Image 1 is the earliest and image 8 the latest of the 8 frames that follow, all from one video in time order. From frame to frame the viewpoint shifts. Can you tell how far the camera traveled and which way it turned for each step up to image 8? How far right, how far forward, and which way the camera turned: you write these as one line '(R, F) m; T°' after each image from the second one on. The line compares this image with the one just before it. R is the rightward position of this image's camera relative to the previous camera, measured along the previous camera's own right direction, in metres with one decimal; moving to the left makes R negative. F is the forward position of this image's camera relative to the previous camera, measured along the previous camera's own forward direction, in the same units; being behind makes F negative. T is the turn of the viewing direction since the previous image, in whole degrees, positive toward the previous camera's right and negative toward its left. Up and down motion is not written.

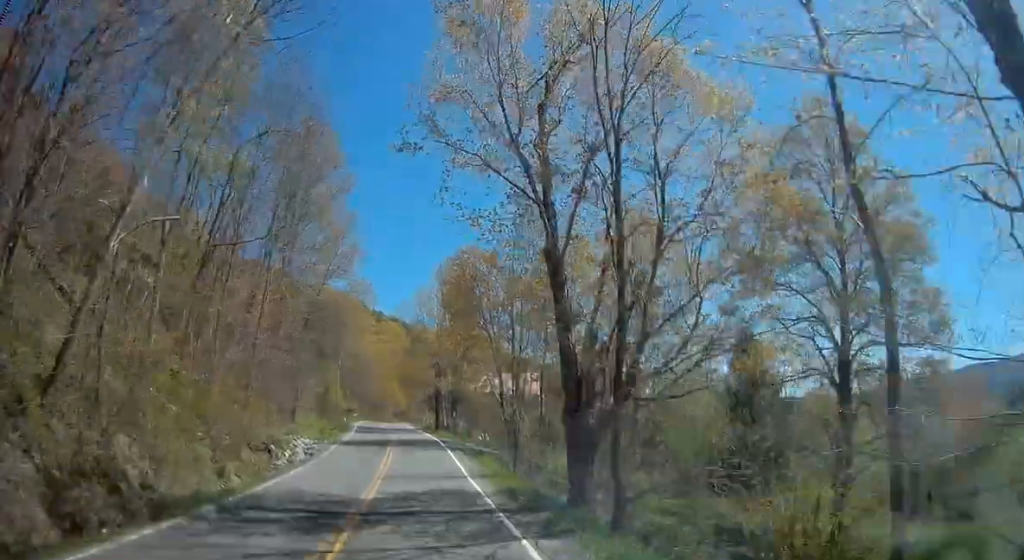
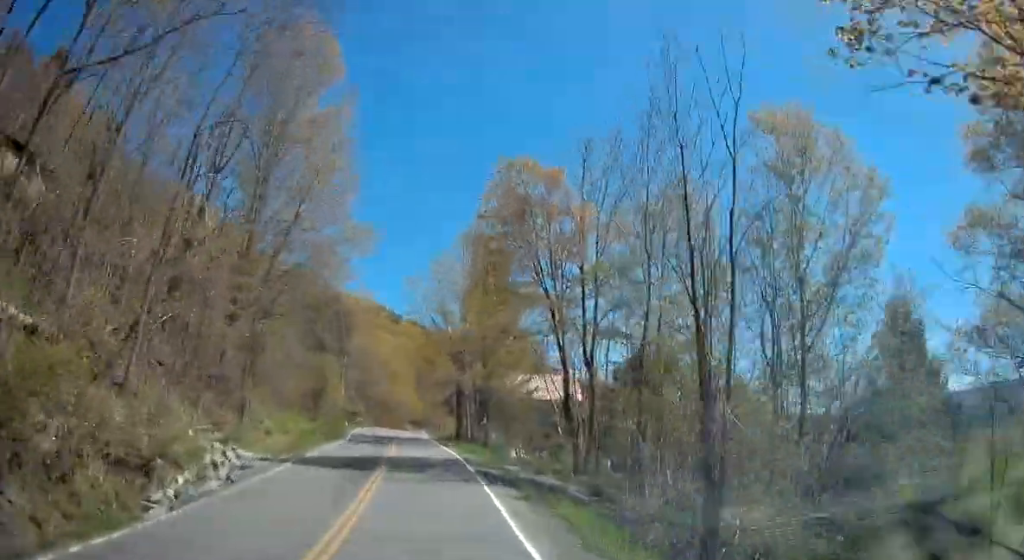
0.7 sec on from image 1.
(-0.1, +13.7) m; -1°
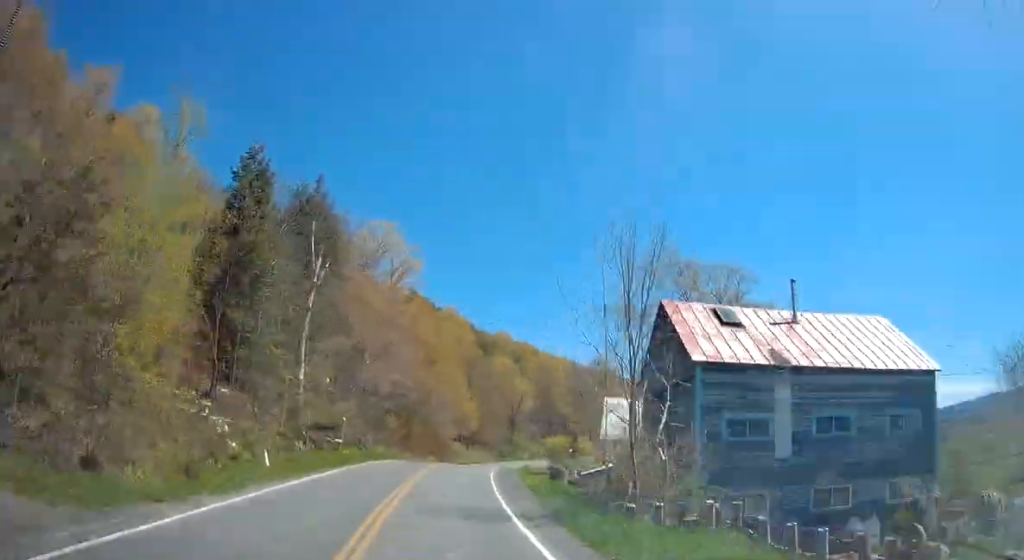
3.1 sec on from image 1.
(-2.0, +49.3) m; -3°
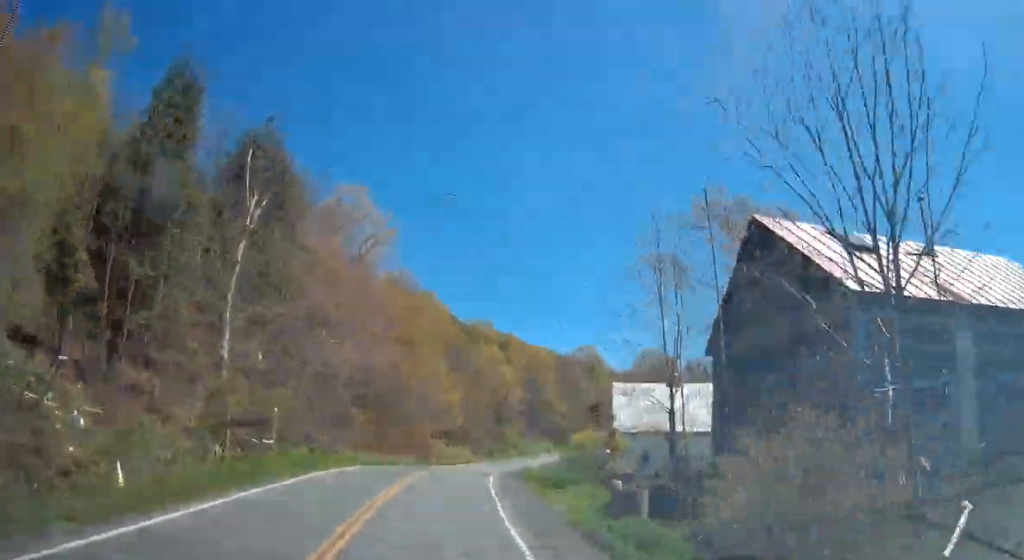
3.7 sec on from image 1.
(0.0, +10.2) m; +1°
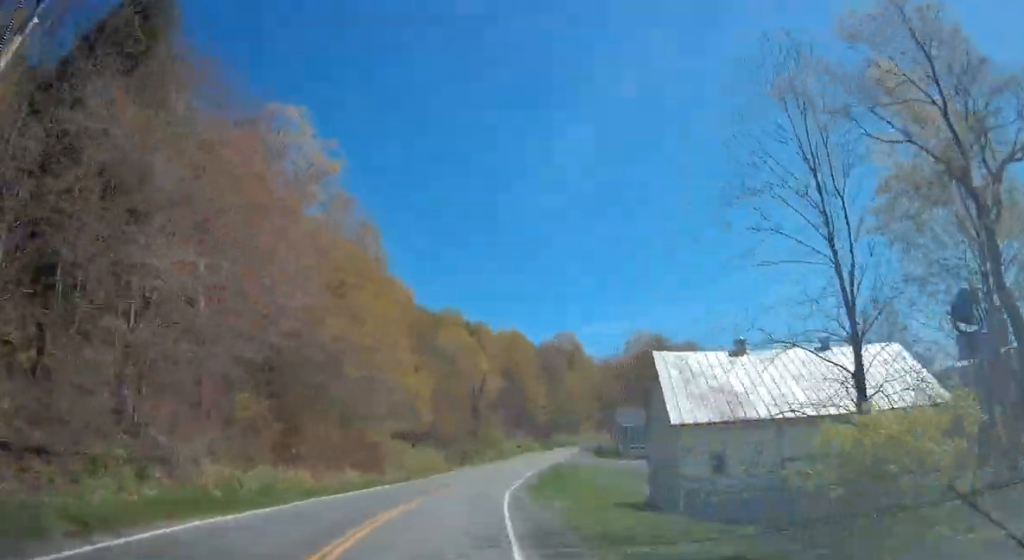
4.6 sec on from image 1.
(+0.1, +17.1) m; +3°
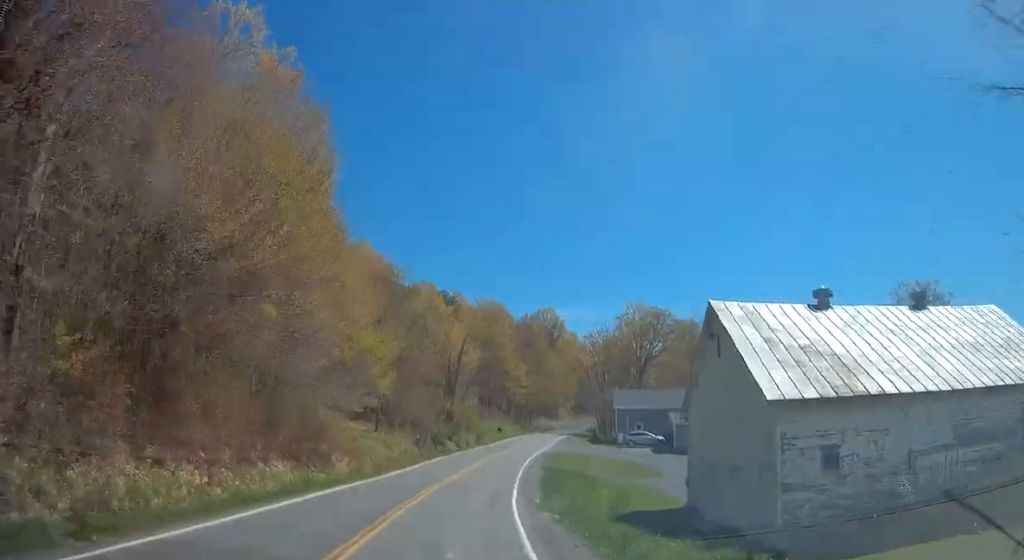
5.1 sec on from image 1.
(+0.5, +10.8) m; +2°
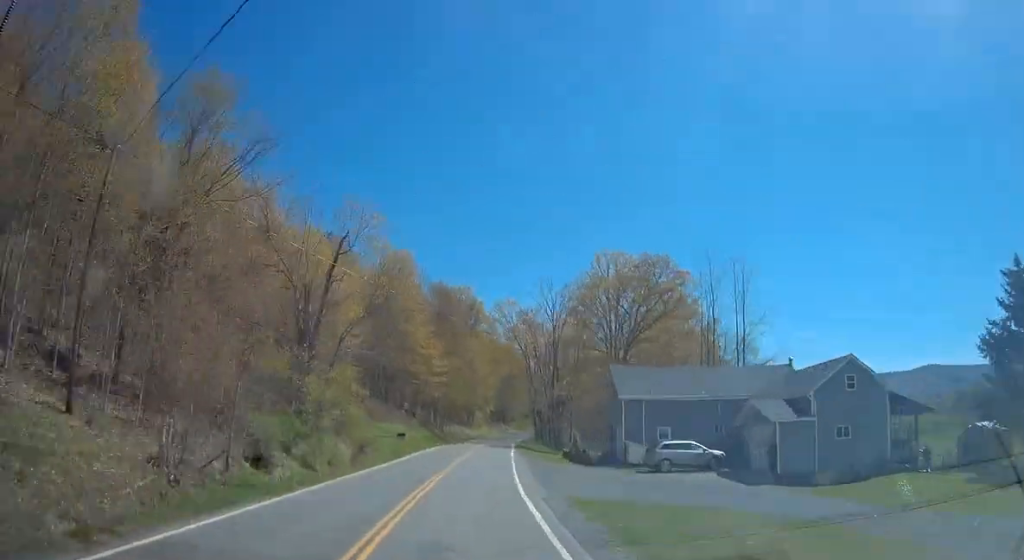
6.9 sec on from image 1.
(+2.1, +33.9) m; +8°
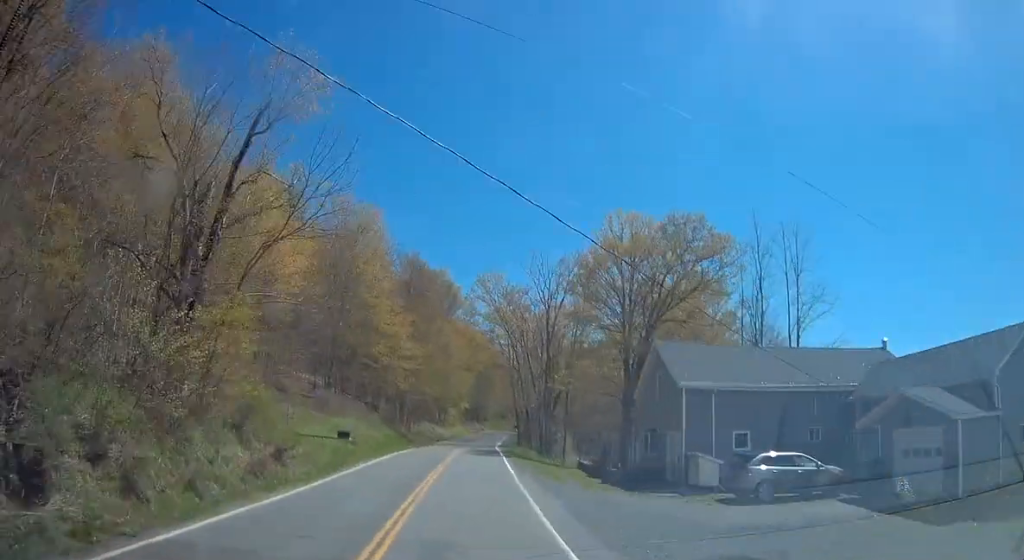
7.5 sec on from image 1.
(+0.6, +13.4) m; +3°
